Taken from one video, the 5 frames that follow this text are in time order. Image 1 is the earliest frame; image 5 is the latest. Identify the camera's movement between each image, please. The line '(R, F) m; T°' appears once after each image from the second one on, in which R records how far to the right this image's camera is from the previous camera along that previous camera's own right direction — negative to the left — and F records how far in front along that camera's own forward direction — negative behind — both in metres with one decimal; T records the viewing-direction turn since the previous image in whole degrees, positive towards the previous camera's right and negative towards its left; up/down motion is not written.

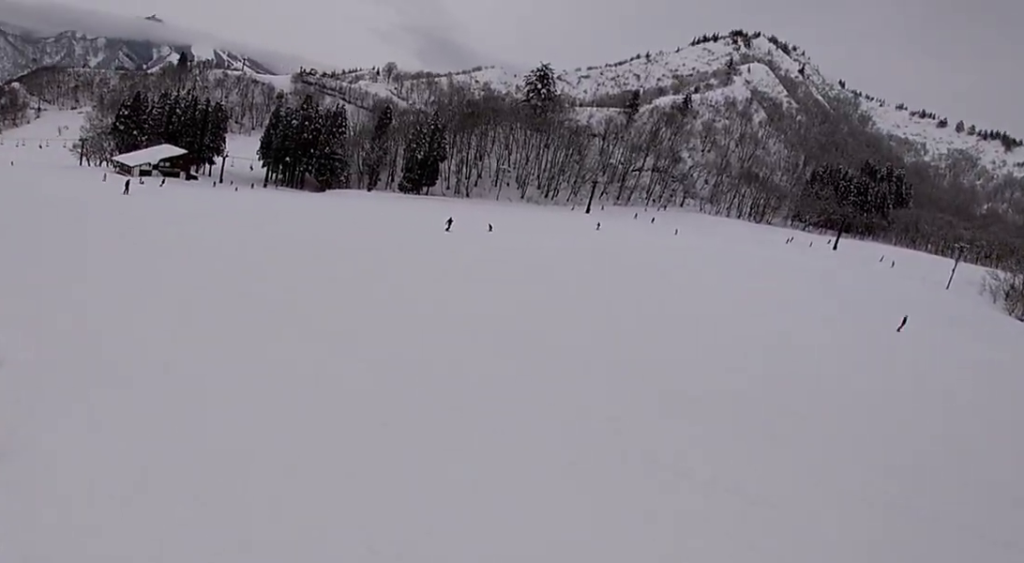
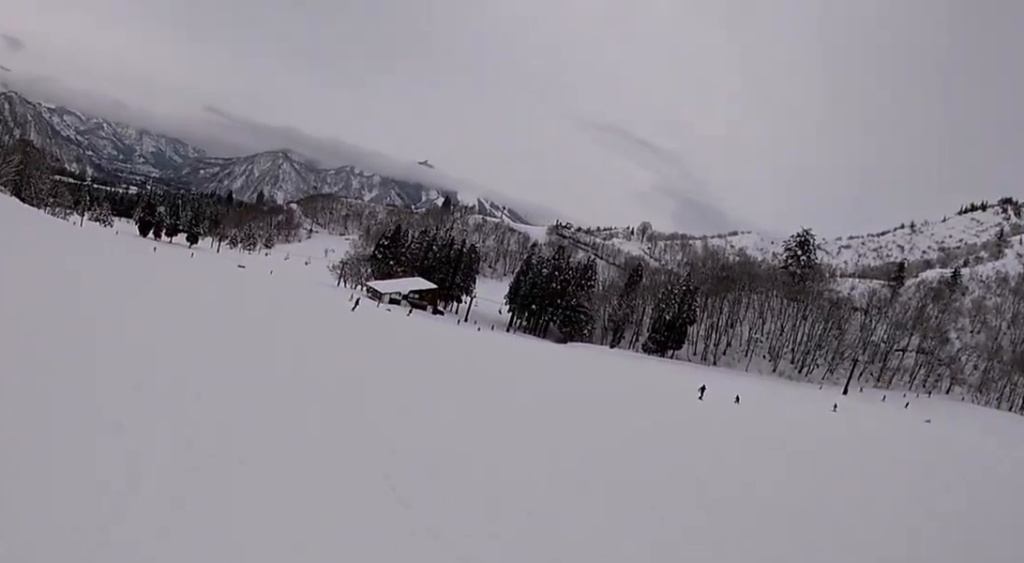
(-0.8, +4.2) m; -21°
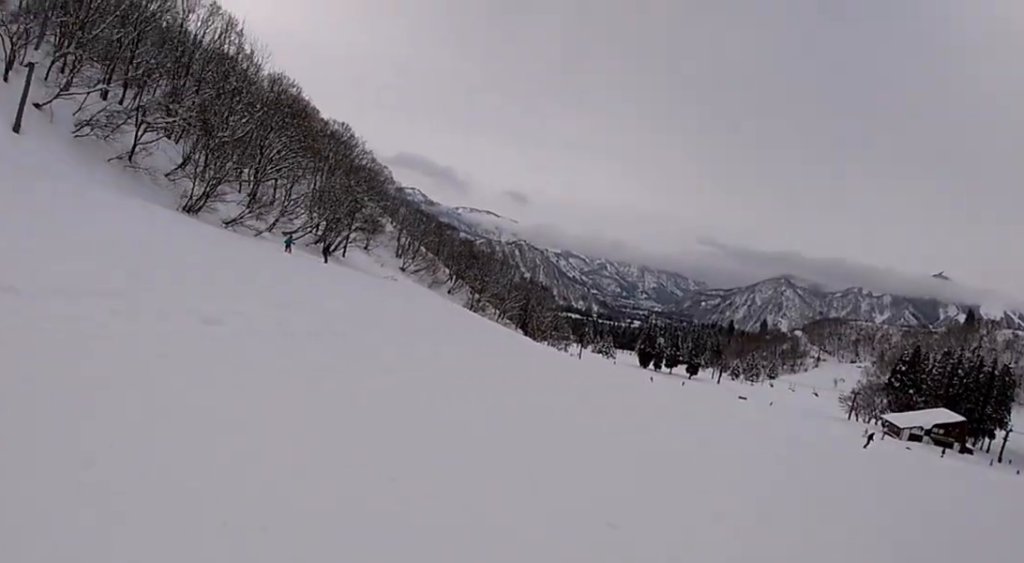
(-1.5, +5.4) m; -26°
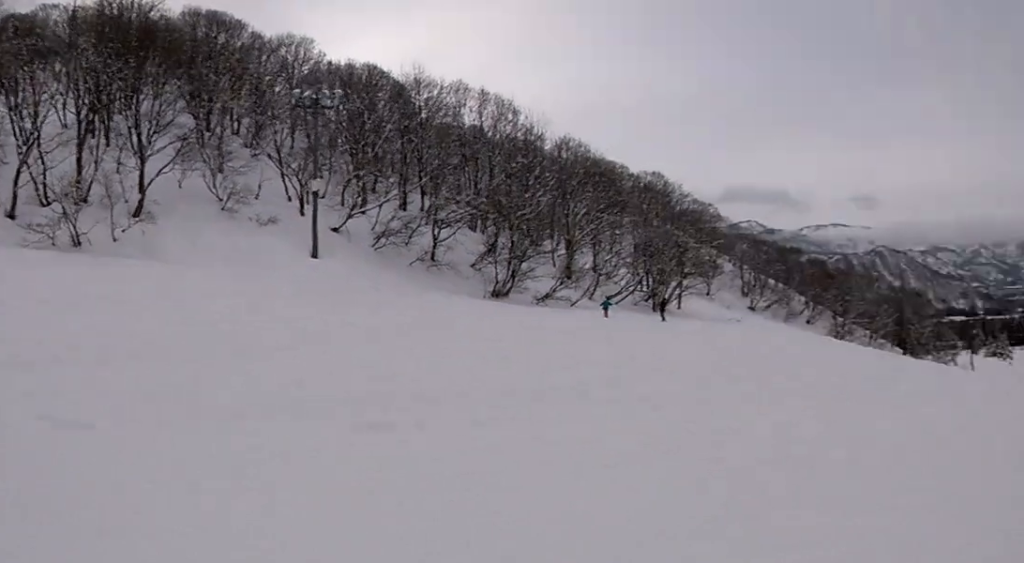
(-0.8, +4.4) m; -12°
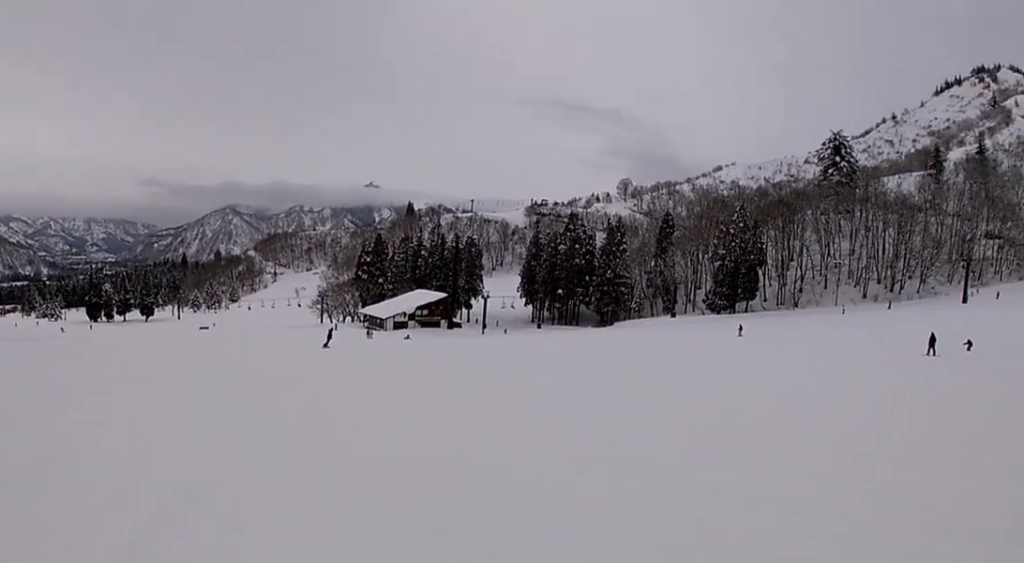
(+5.9, +26.3) m; +18°
